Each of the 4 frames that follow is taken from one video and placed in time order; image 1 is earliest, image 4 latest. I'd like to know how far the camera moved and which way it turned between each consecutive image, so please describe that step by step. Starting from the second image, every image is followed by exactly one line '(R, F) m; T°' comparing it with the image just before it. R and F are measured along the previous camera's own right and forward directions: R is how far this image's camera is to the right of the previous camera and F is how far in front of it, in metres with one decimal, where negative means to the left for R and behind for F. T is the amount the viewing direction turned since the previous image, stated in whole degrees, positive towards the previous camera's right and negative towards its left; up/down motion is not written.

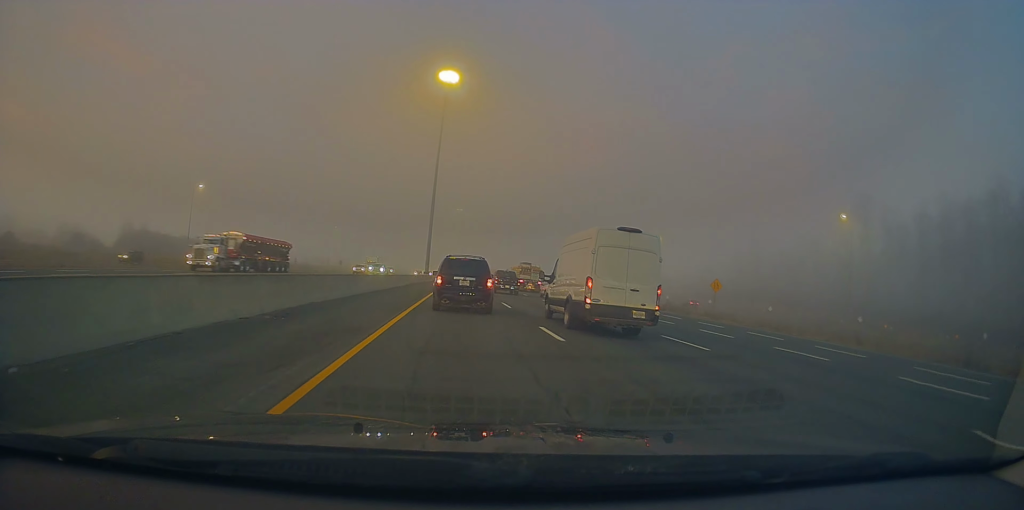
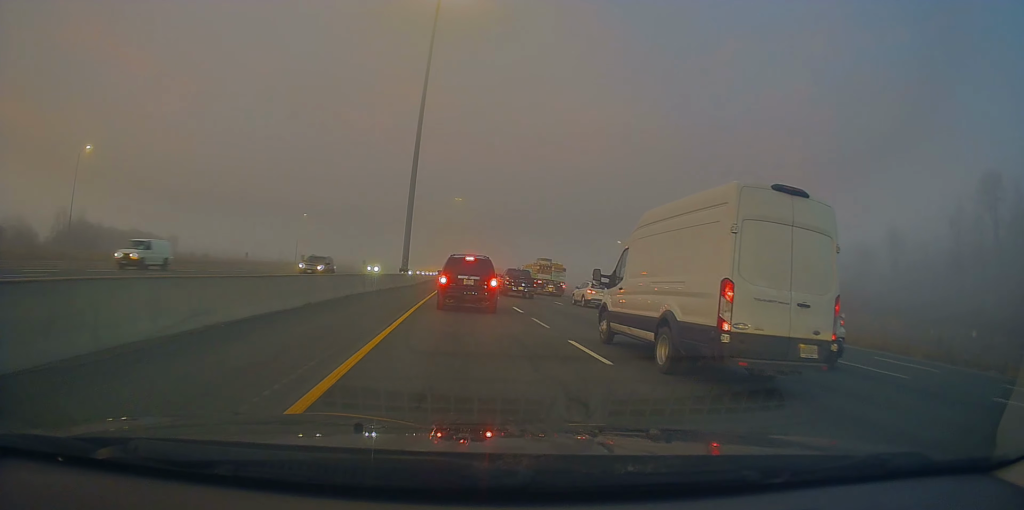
(-0.1, +38.6) m; 0°
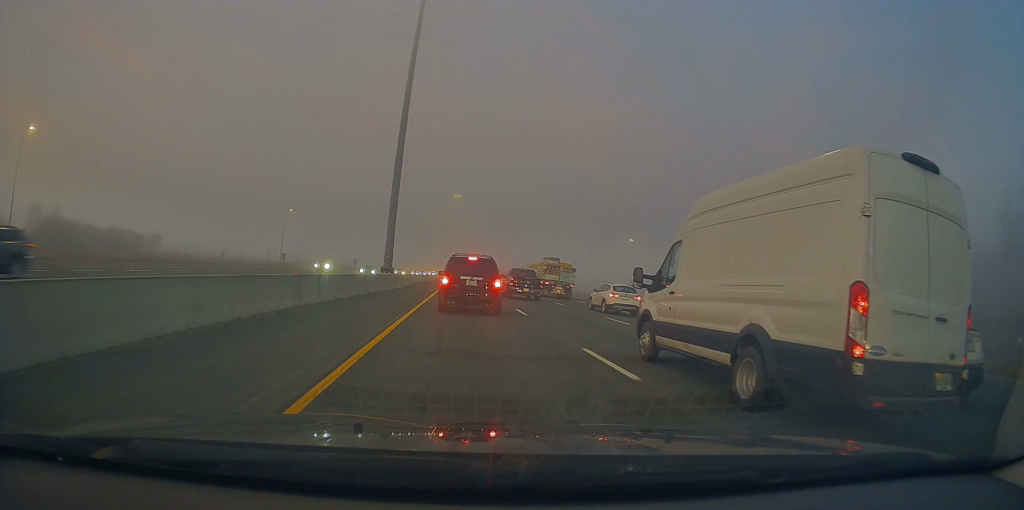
(+0.1, +13.4) m; 0°
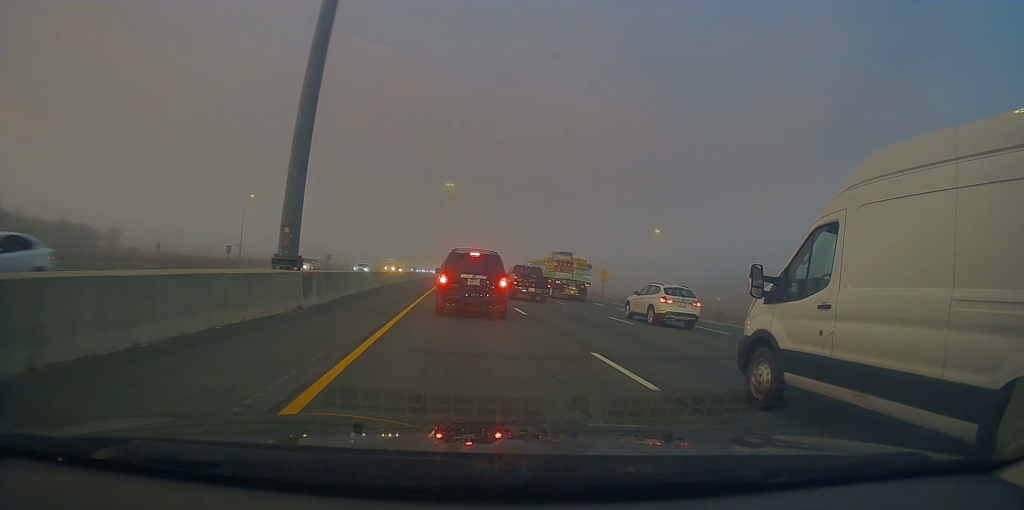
(-0.6, +26.0) m; -3°
